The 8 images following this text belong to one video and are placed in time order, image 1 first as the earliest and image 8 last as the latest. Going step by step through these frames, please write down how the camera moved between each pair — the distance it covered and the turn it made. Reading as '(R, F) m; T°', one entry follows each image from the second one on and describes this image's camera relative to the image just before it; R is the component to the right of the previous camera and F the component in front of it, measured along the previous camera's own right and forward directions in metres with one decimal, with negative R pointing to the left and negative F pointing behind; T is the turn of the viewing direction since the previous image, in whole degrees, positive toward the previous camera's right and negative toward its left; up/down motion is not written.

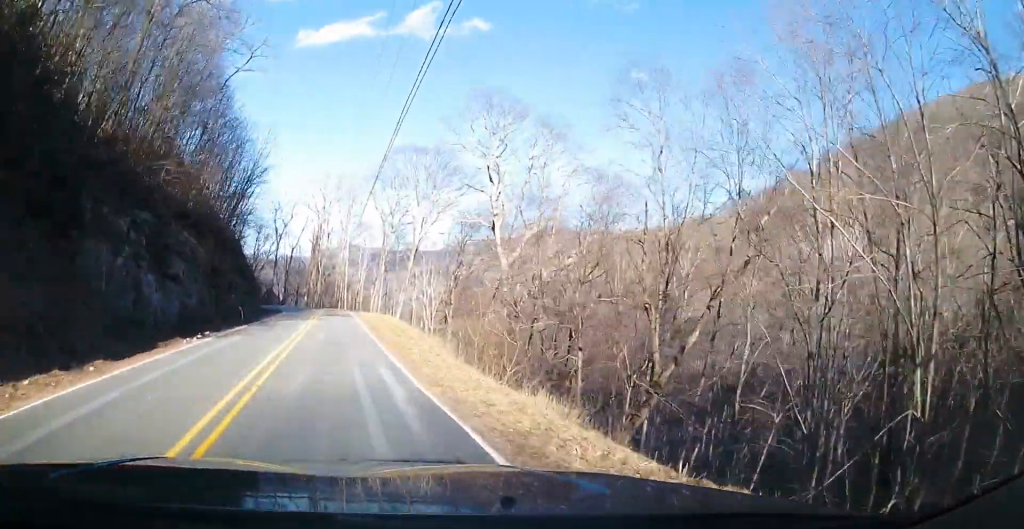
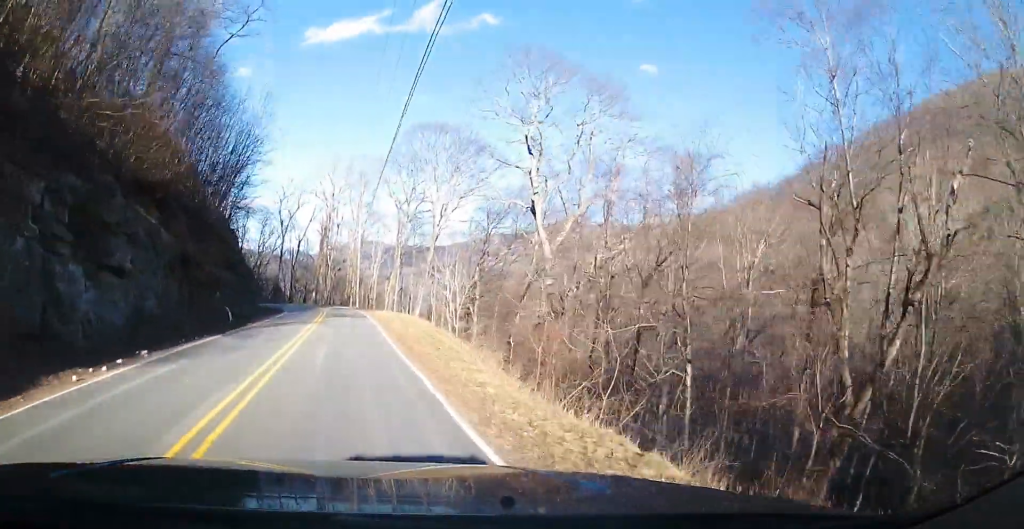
(-0.2, +8.3) m; -4°
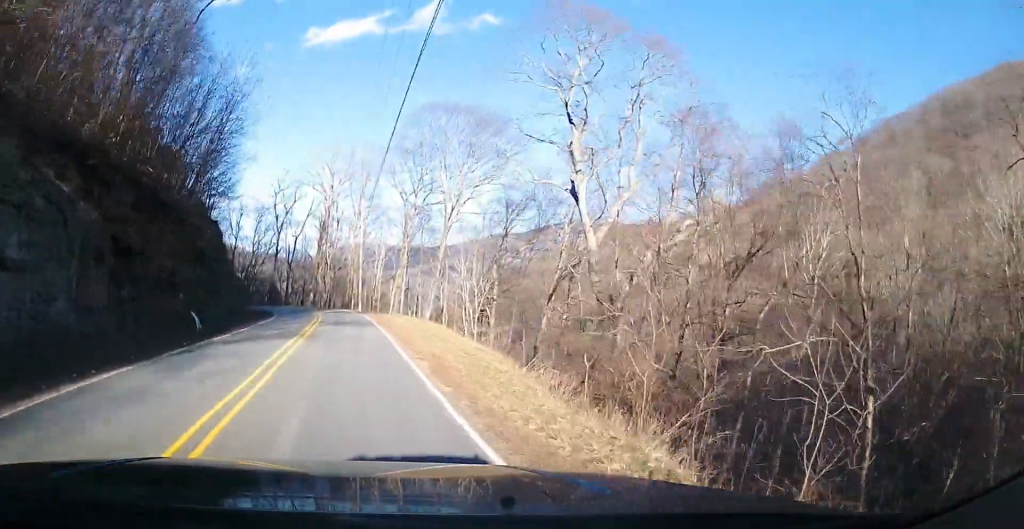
(-0.3, +7.7) m; -4°
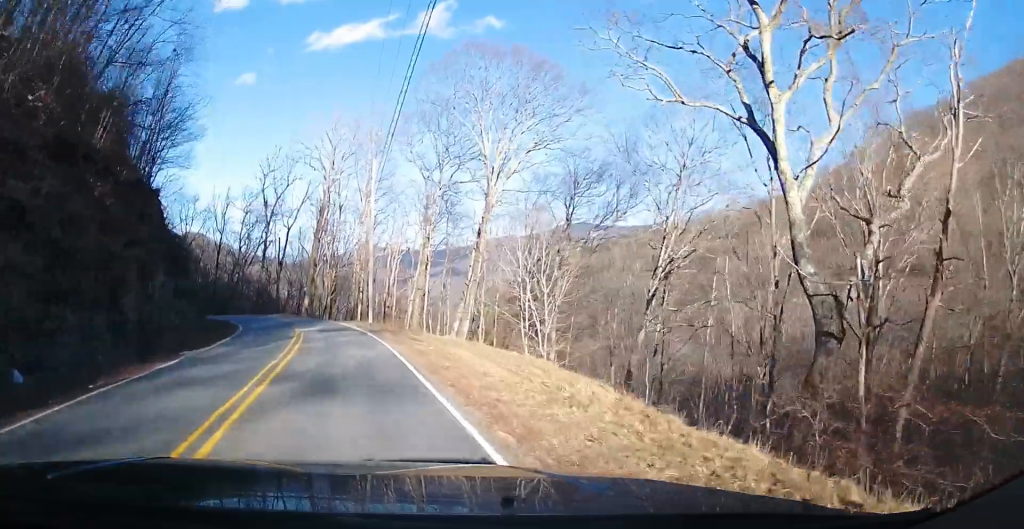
(-0.6, +16.8) m; -3°
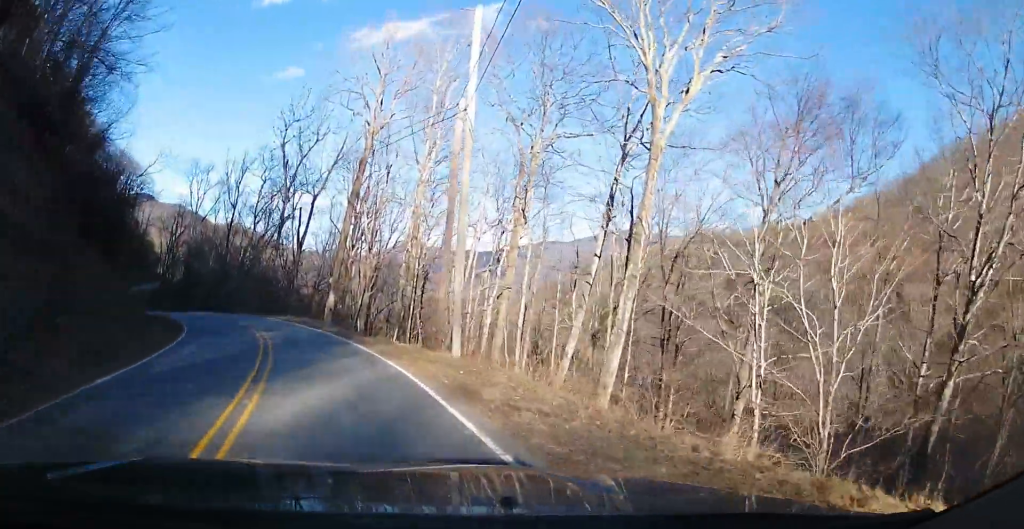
(-0.4, +20.0) m; -3°
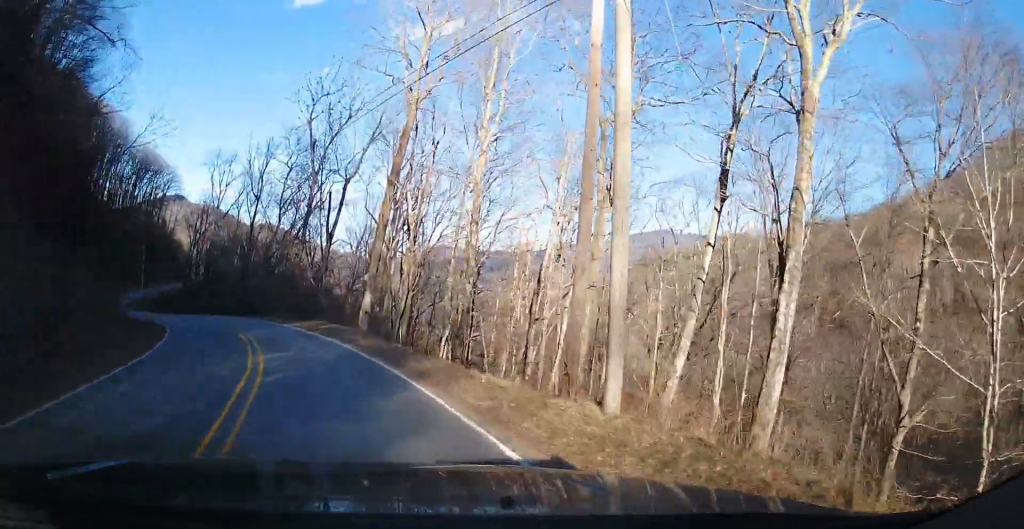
(-0.1, +7.8) m; -4°
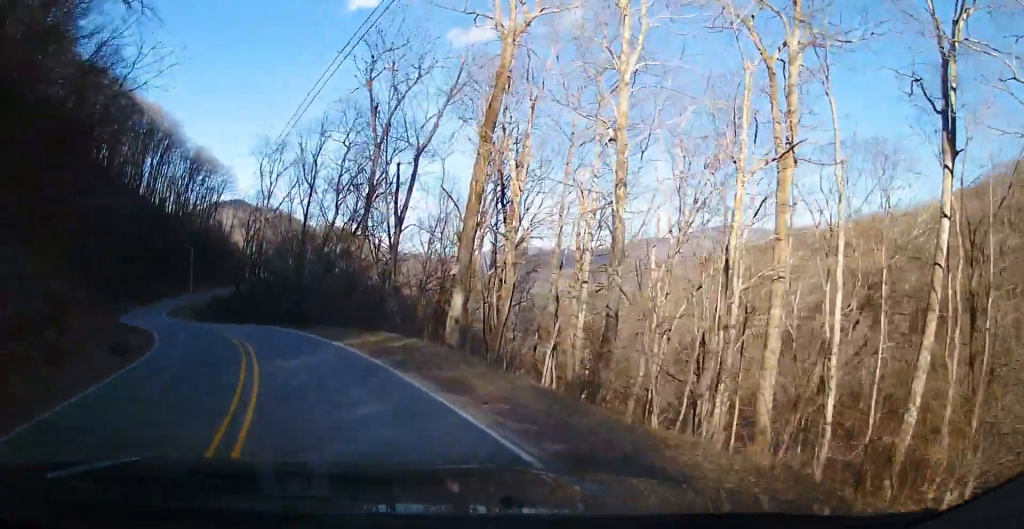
(-0.3, +9.4) m; -6°
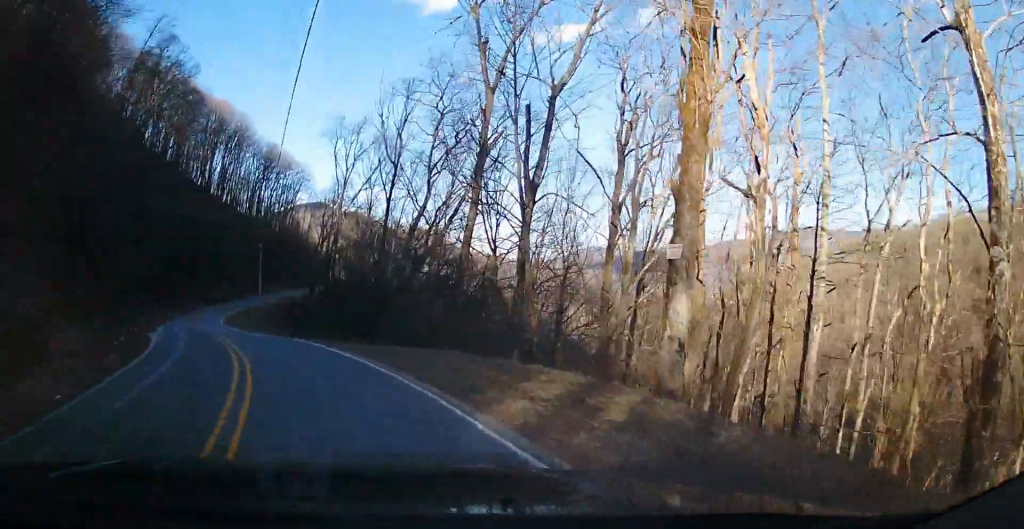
(-0.9, +10.8) m; -5°
